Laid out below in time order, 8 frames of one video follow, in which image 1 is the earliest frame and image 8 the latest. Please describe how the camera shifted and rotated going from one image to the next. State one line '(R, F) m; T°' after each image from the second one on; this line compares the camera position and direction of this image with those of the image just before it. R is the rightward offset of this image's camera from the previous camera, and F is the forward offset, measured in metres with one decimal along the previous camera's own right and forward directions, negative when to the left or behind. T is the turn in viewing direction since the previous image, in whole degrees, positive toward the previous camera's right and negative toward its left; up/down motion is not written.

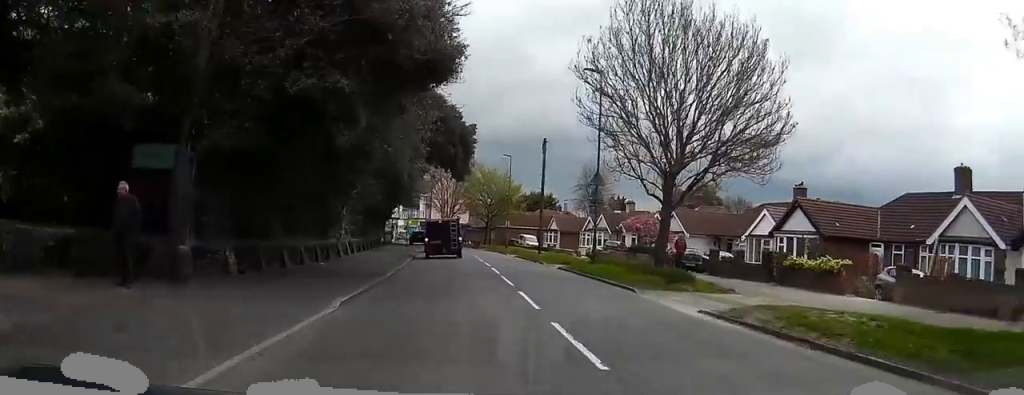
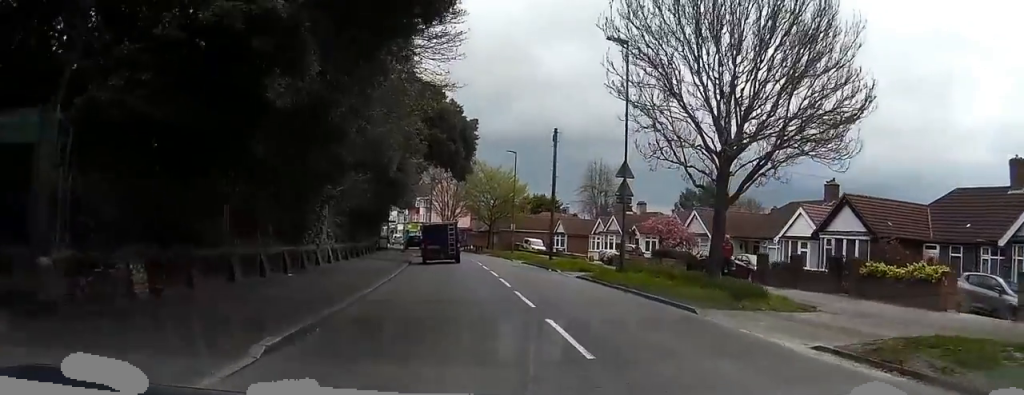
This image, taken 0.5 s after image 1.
(0.0, +5.0) m; 0°
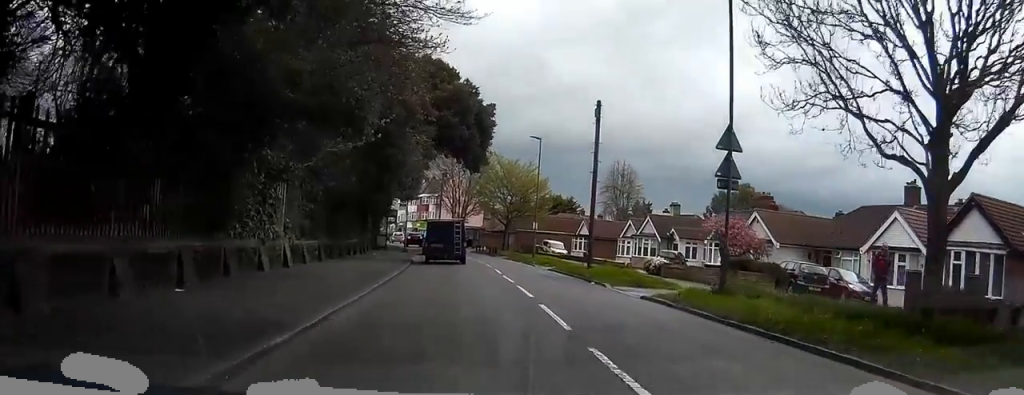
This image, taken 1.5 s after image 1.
(-0.1, +9.1) m; -1°
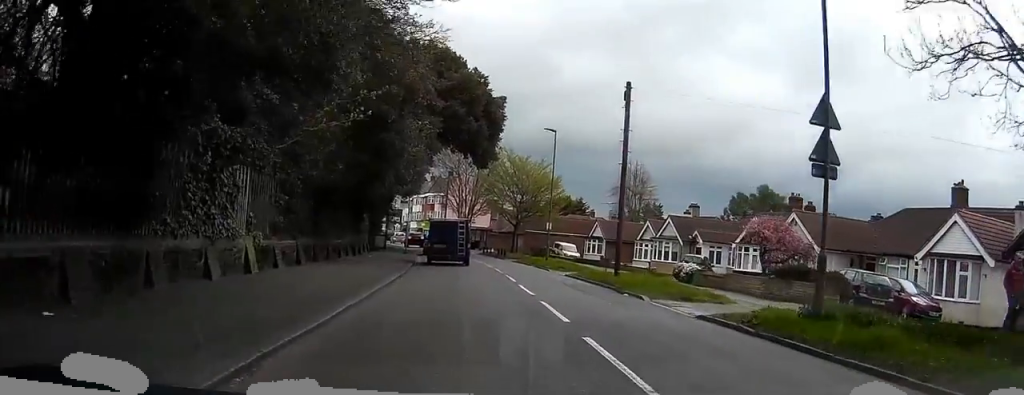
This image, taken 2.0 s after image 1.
(0.0, +4.3) m; -1°
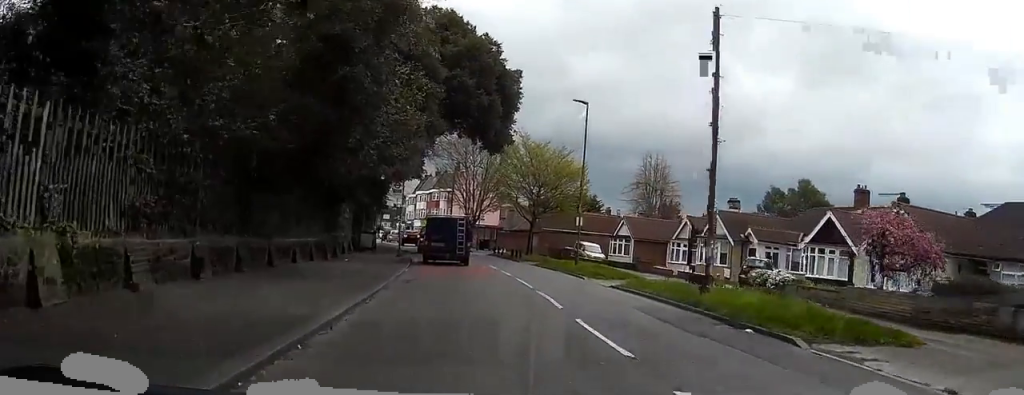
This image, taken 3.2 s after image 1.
(-0.1, +9.4) m; 0°
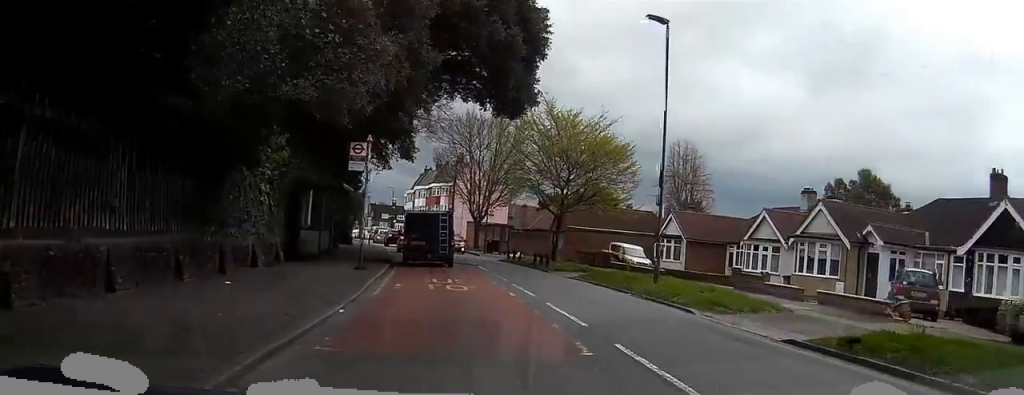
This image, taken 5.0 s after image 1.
(+0.3, +13.6) m; +2°
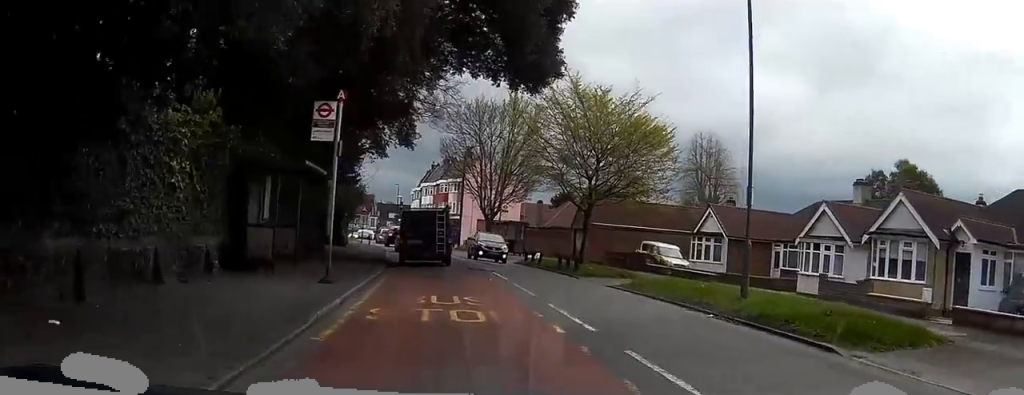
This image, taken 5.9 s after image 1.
(-0.1, +6.0) m; -3°
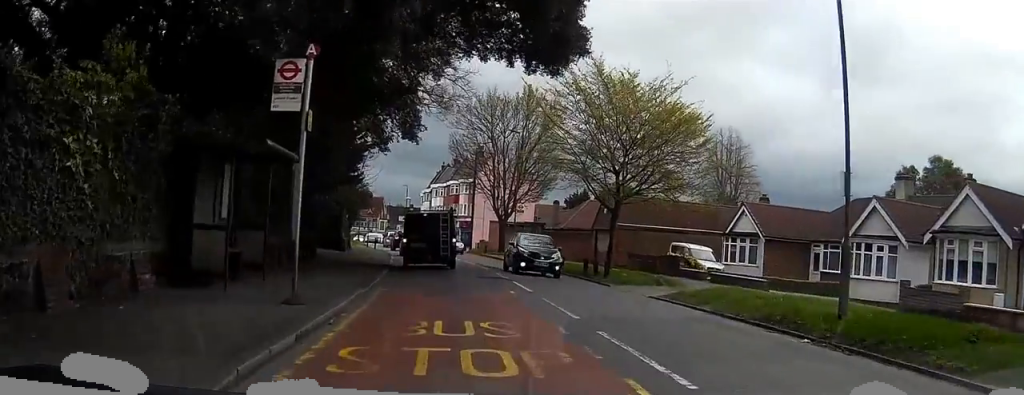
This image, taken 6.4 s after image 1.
(-0.1, +3.6) m; -2°
